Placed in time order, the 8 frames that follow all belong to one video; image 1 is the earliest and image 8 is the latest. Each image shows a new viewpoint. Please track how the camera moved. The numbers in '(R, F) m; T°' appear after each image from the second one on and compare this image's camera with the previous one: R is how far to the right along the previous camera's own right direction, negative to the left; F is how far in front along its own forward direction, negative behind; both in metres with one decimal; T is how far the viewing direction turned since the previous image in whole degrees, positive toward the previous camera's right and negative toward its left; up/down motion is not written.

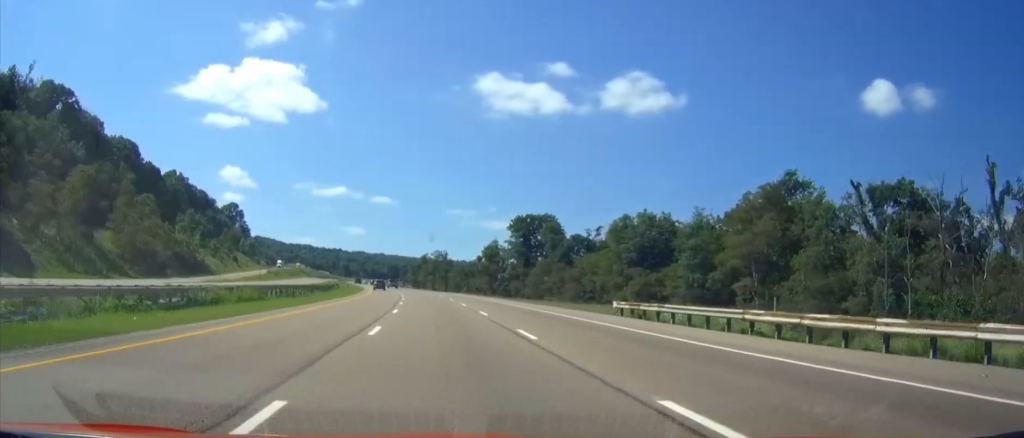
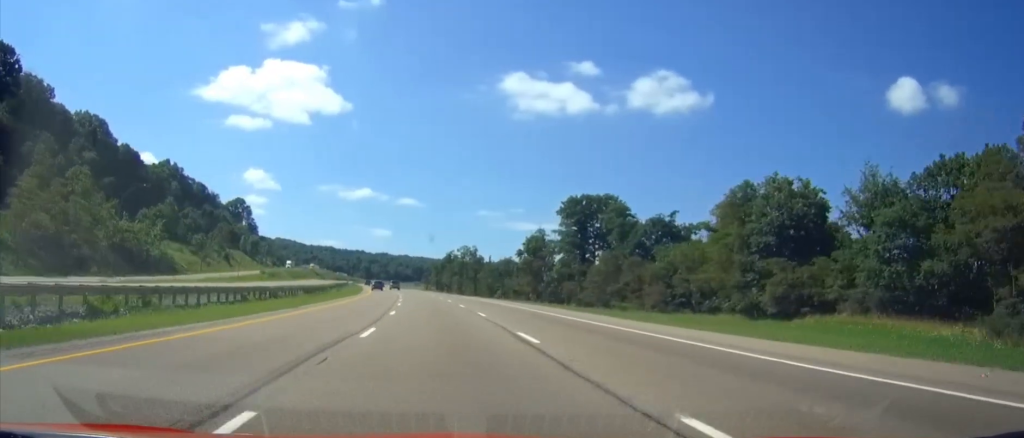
(-0.3, +37.4) m; -2°
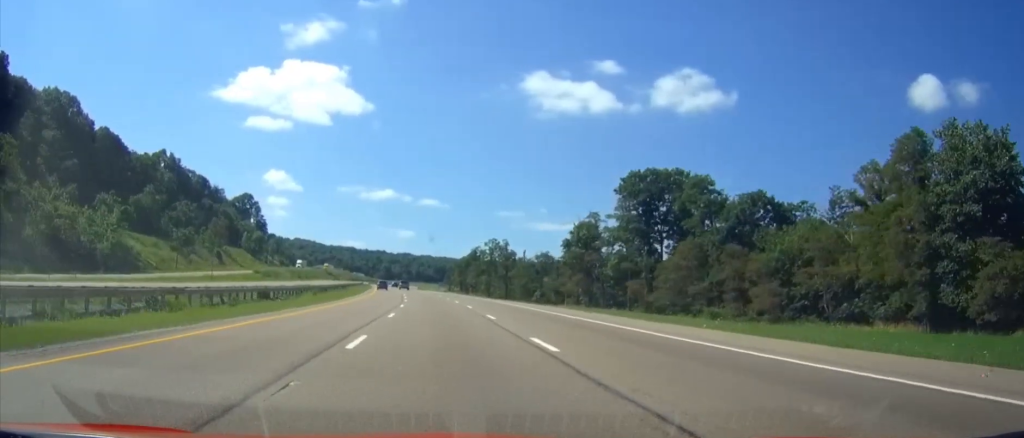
(-0.5, +27.2) m; -2°
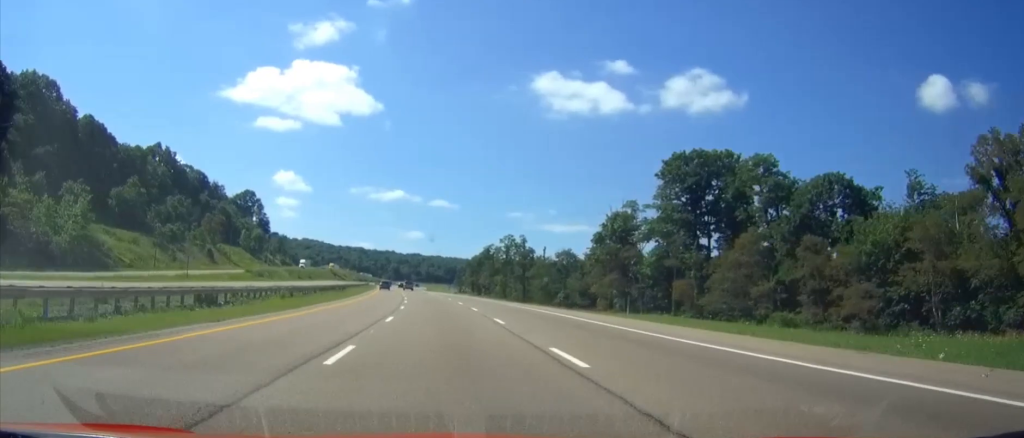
(0.0, +14.7) m; -1°
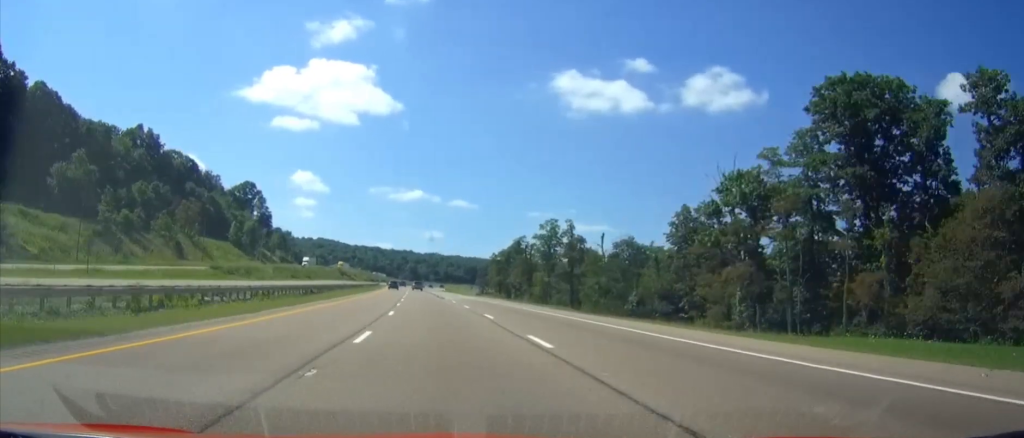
(-0.5, +32.8) m; -1°
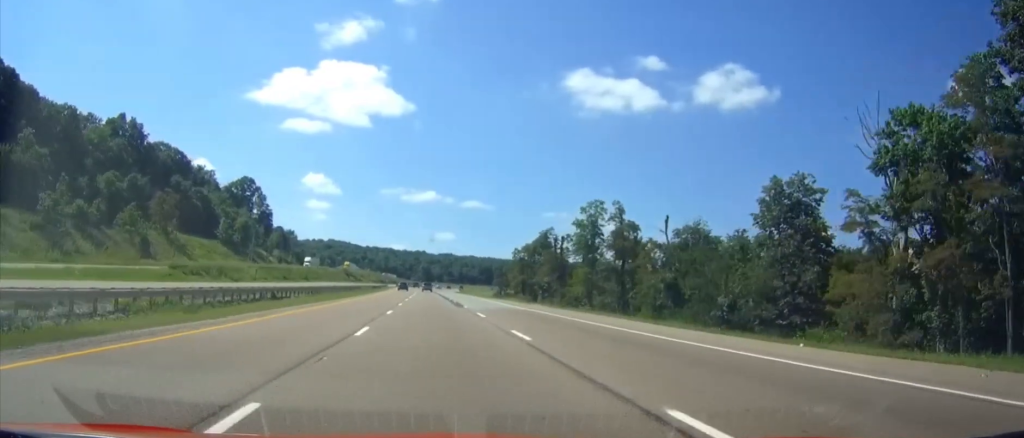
(0.0, +22.6) m; -1°
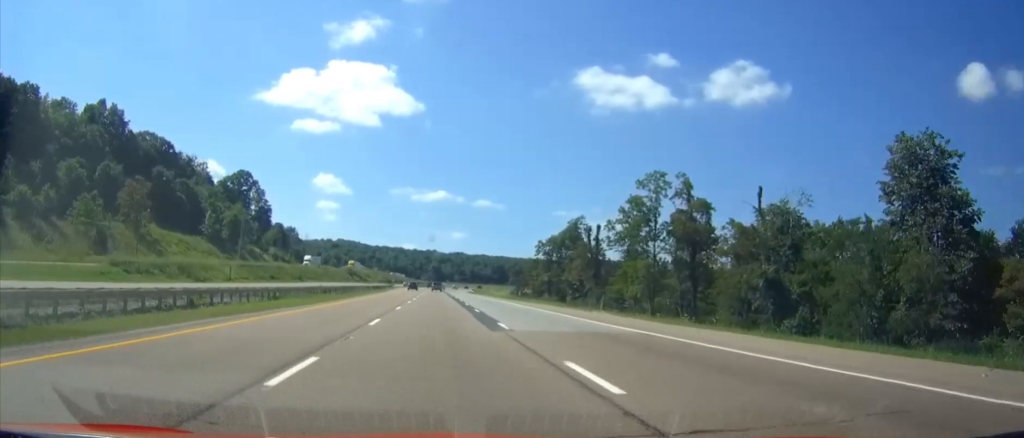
(-0.1, +20.3) m; -1°
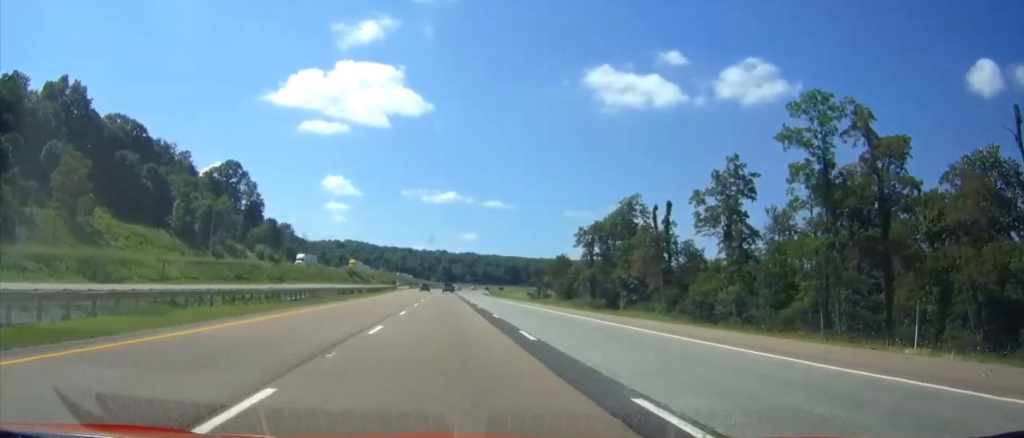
(-0.6, +28.1) m; -1°
